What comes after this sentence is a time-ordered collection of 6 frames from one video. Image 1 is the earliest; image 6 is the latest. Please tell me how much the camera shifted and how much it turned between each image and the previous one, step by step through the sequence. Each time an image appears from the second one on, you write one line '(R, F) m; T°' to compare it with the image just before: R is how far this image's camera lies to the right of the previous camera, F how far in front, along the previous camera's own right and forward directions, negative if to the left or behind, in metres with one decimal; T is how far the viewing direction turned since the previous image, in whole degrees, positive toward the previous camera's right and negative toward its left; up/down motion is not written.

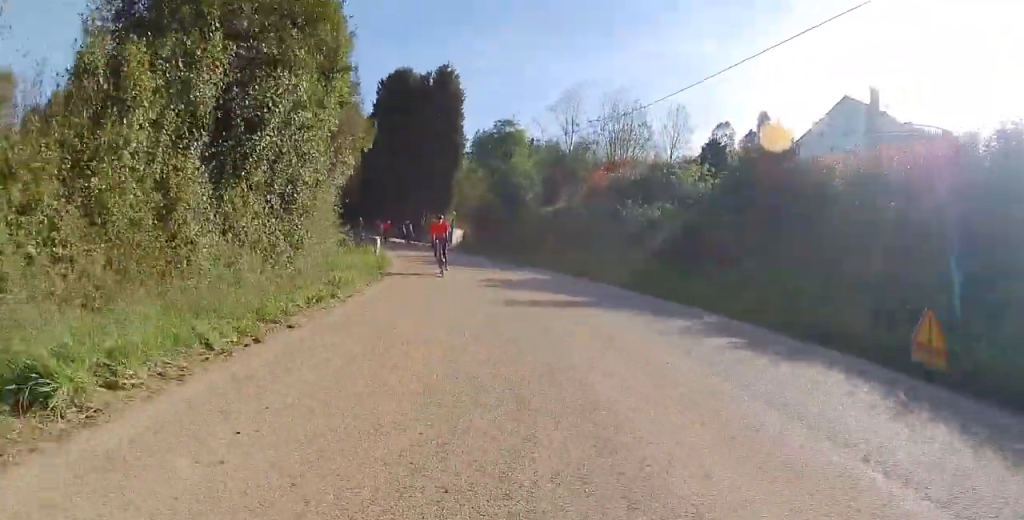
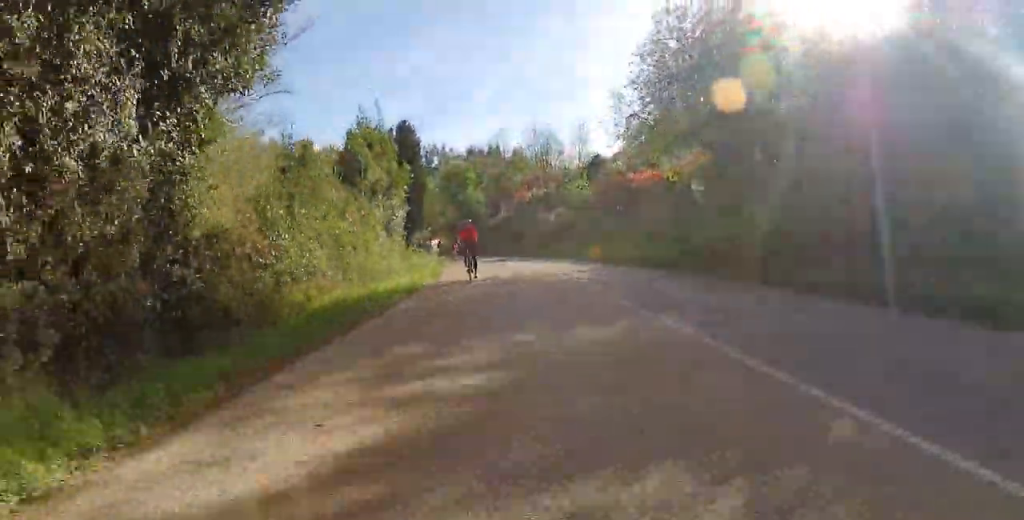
(+2.0, +20.3) m; +7°
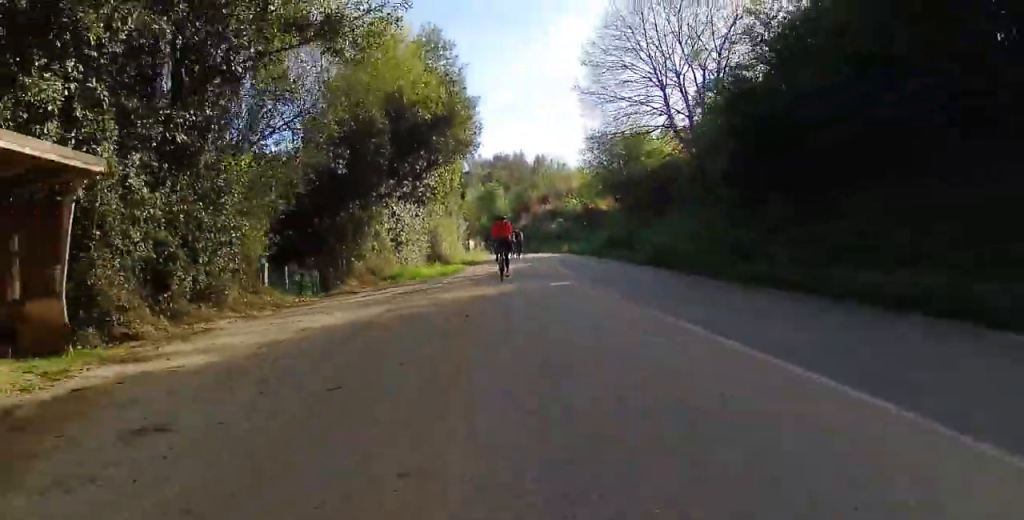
(-1.0, +23.8) m; -2°
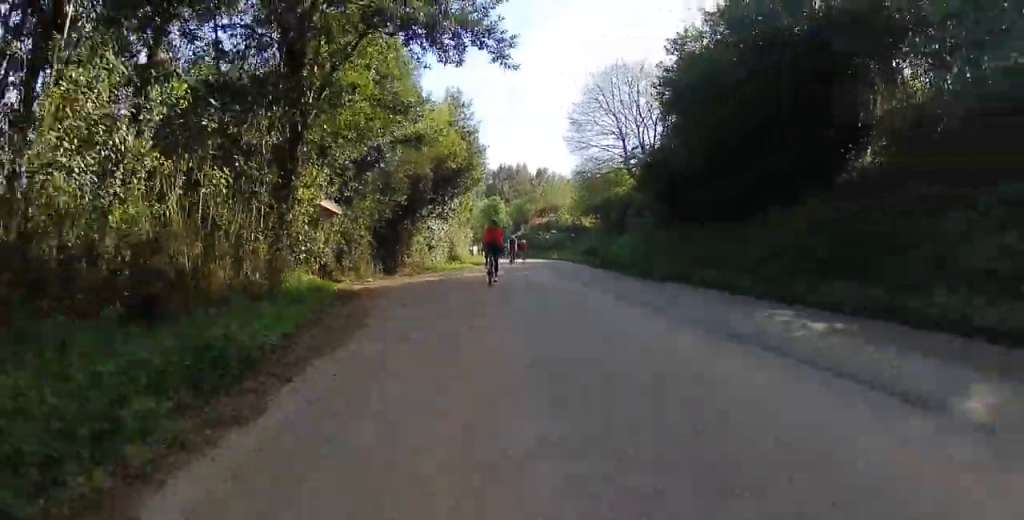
(+0.4, +10.7) m; 0°
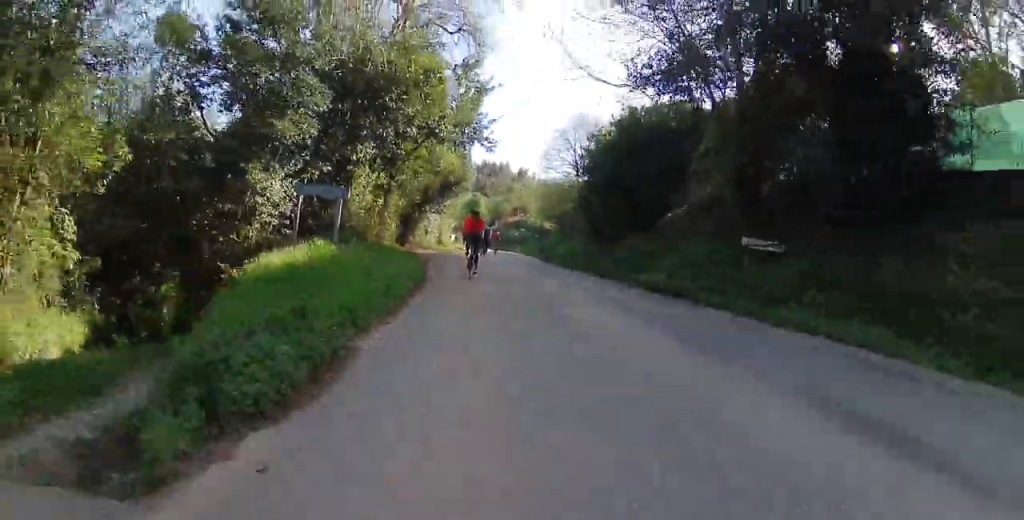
(-0.4, +13.7) m; +3°
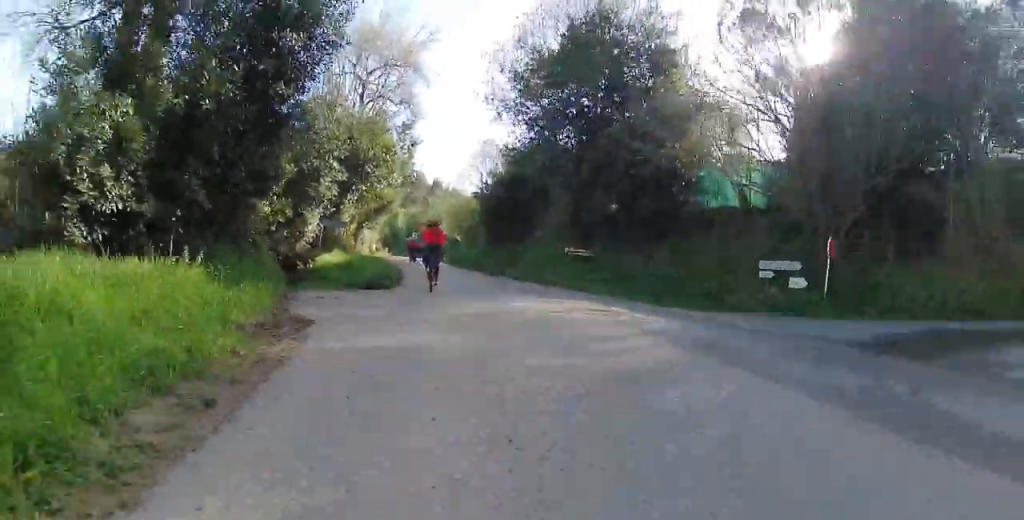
(+1.0, +12.7) m; +8°
